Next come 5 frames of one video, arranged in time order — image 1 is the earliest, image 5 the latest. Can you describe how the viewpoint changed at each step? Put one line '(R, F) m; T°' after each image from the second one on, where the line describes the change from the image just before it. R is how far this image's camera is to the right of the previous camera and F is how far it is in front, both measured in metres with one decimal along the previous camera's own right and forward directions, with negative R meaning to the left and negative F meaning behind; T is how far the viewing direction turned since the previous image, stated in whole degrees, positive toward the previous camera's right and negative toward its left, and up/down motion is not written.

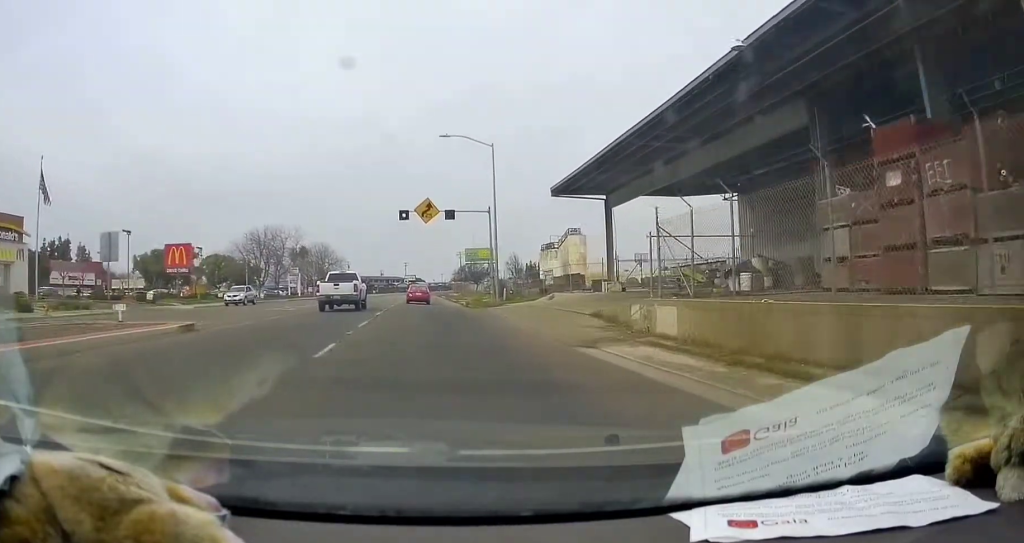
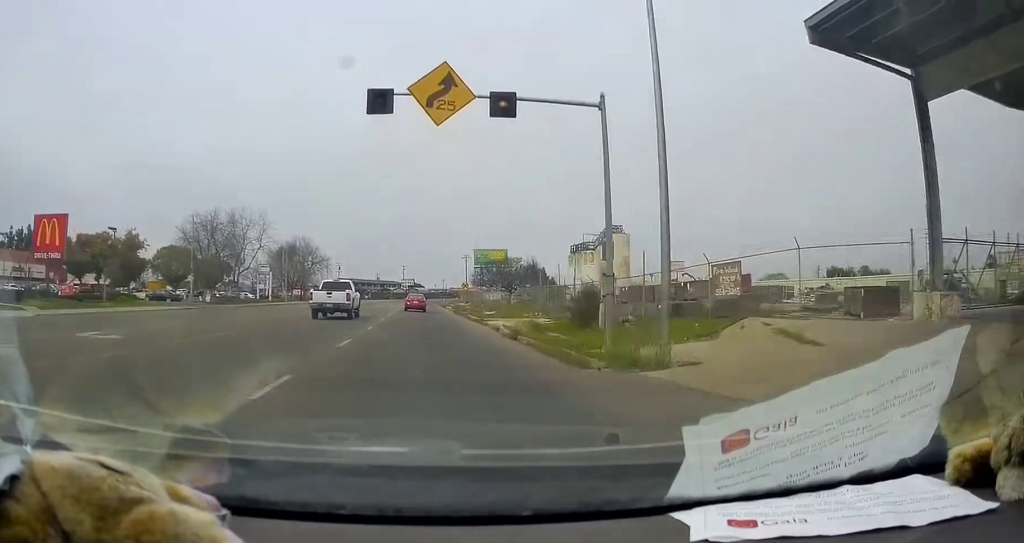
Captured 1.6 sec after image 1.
(-0.7, +25.7) m; -1°
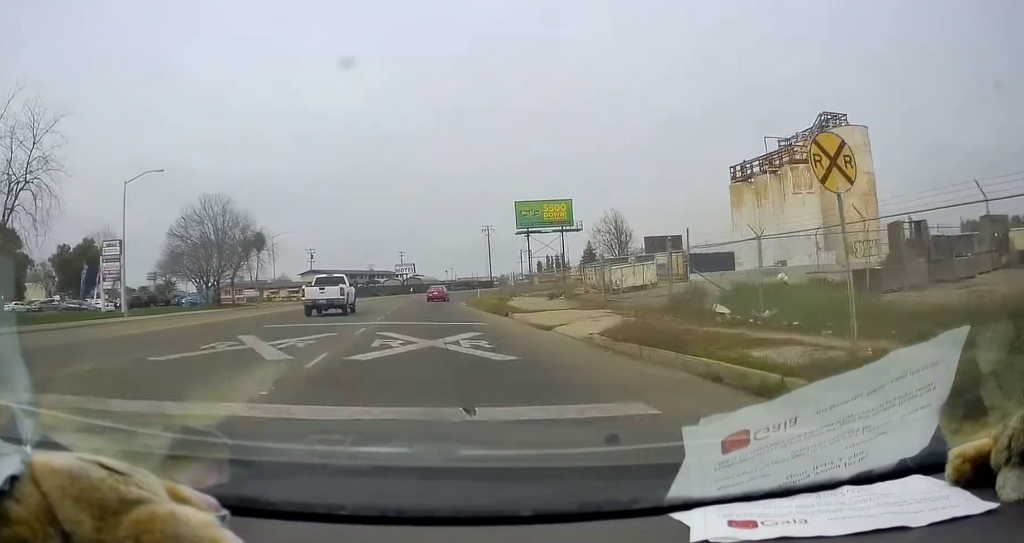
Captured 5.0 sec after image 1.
(+2.0, +56.3) m; +2°
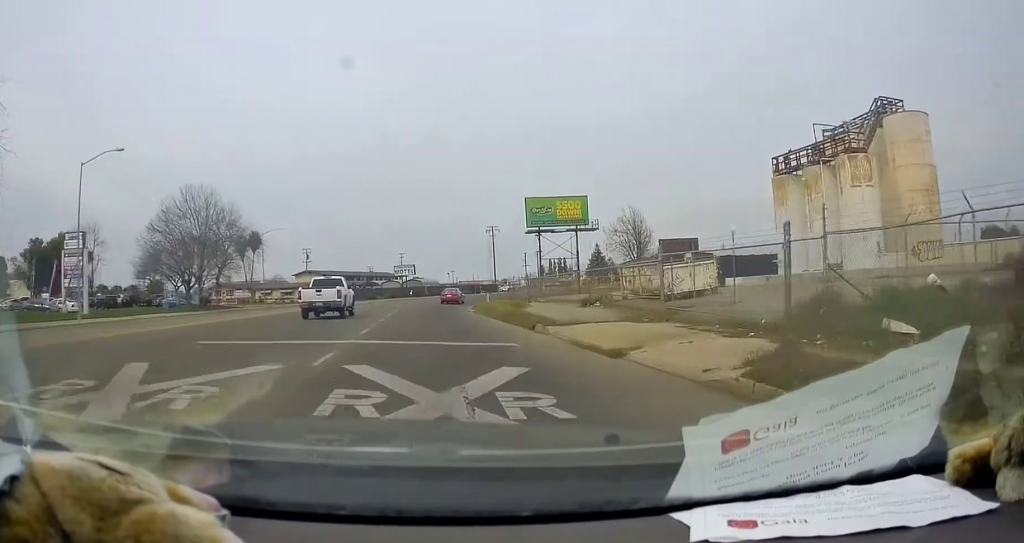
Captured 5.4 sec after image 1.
(0.0, +6.6) m; -1°
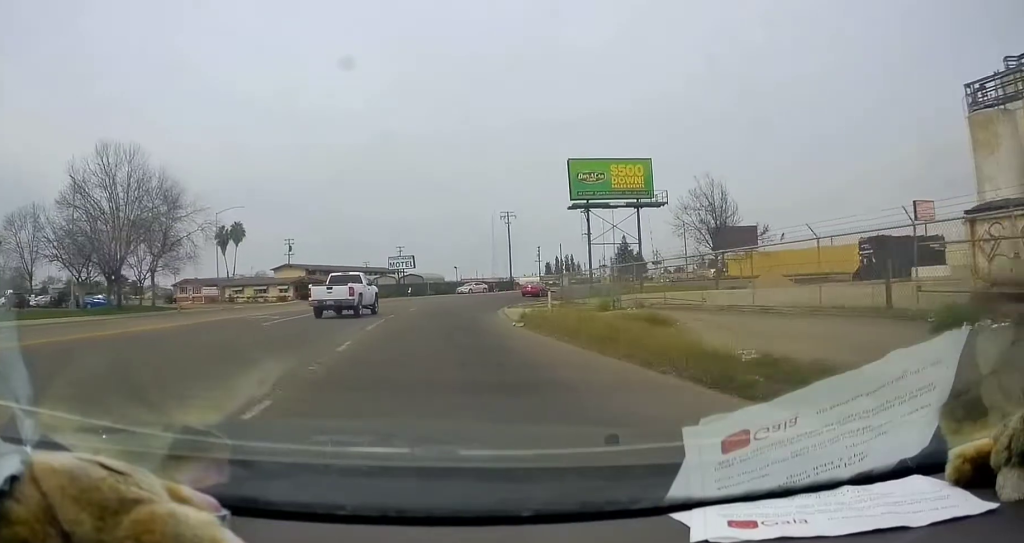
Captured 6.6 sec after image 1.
(-0.3, +20.5) m; -2°
